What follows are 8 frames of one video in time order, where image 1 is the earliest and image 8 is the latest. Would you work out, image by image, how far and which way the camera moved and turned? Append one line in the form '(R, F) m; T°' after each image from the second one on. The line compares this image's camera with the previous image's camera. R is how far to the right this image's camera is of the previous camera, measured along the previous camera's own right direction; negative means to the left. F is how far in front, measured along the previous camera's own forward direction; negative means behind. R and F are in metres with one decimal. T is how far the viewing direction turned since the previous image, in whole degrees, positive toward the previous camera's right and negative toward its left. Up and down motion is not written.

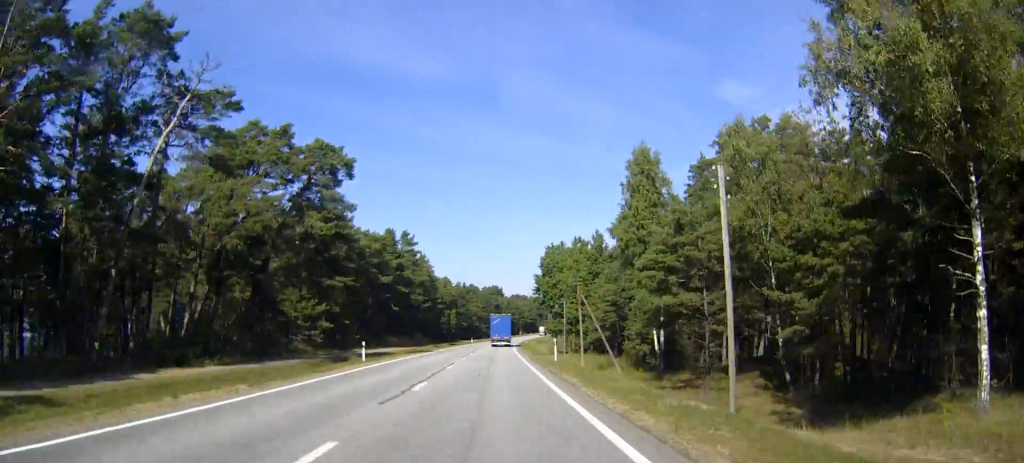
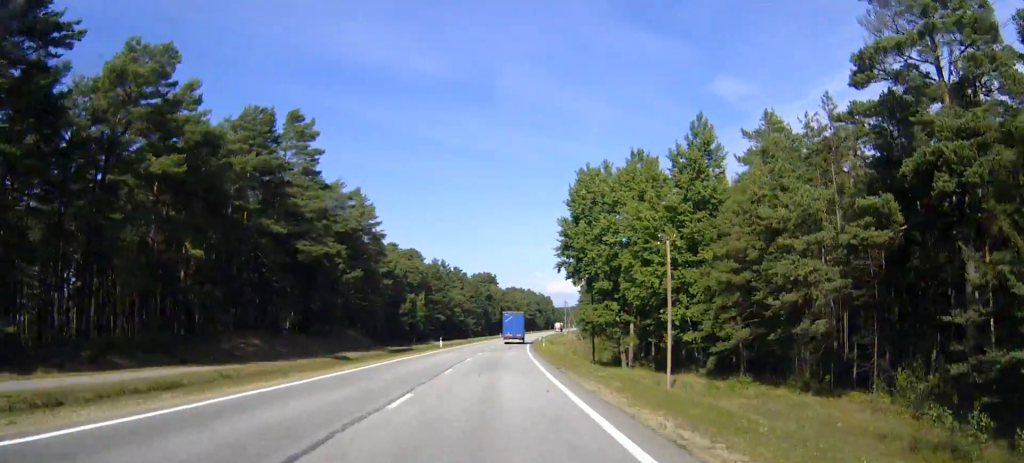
(+0.3, +64.7) m; +1°
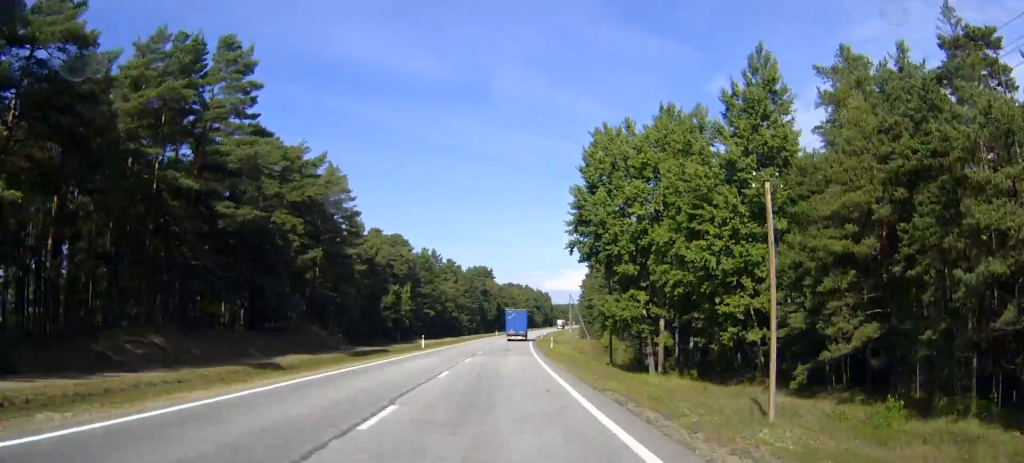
(+0.1, +15.2) m; 0°
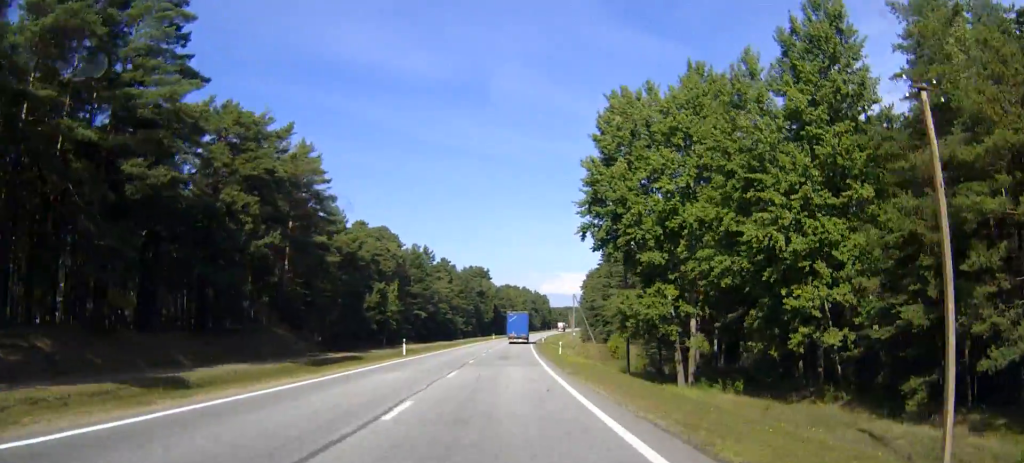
(0.0, +10.4) m; 0°
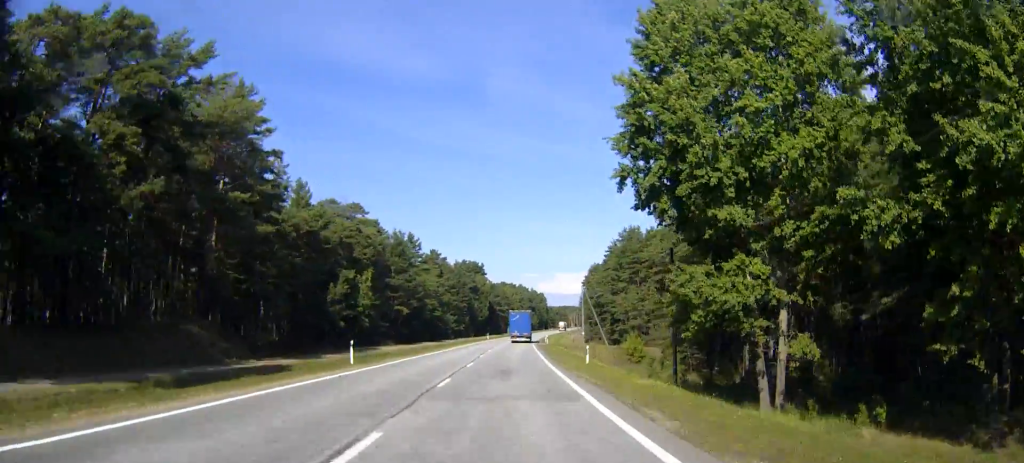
(0.0, +16.7) m; 0°
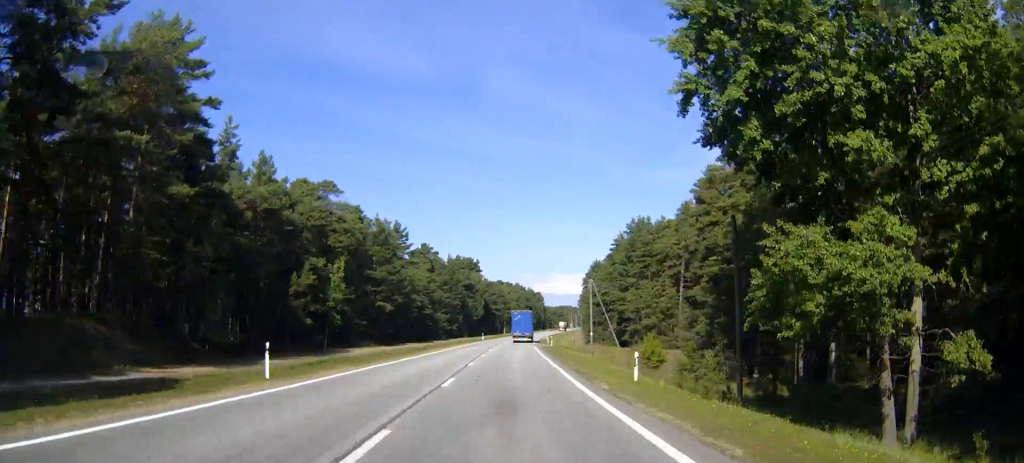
(+0.1, +11.9) m; +1°
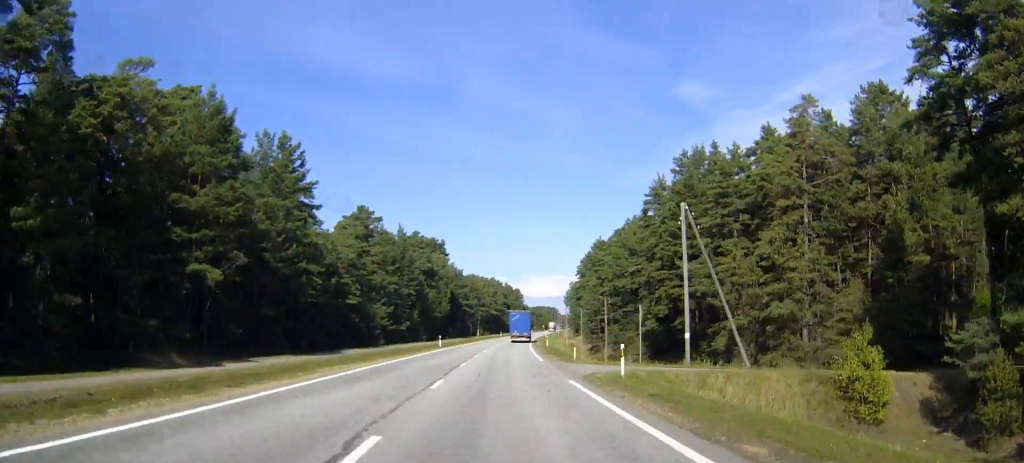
(+0.9, +48.4) m; +2°
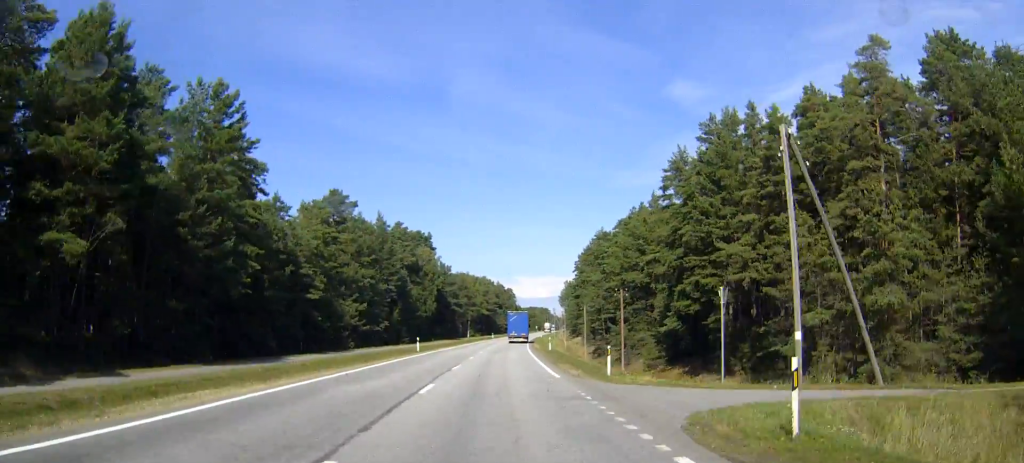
(0.0, +13.5) m; +1°
